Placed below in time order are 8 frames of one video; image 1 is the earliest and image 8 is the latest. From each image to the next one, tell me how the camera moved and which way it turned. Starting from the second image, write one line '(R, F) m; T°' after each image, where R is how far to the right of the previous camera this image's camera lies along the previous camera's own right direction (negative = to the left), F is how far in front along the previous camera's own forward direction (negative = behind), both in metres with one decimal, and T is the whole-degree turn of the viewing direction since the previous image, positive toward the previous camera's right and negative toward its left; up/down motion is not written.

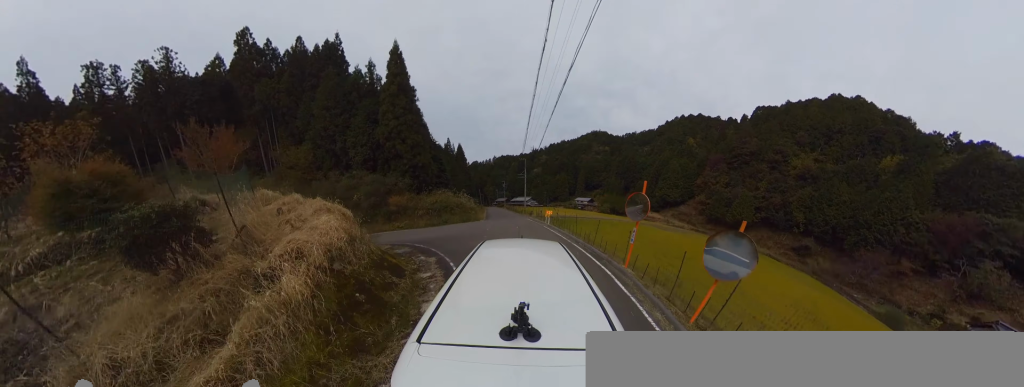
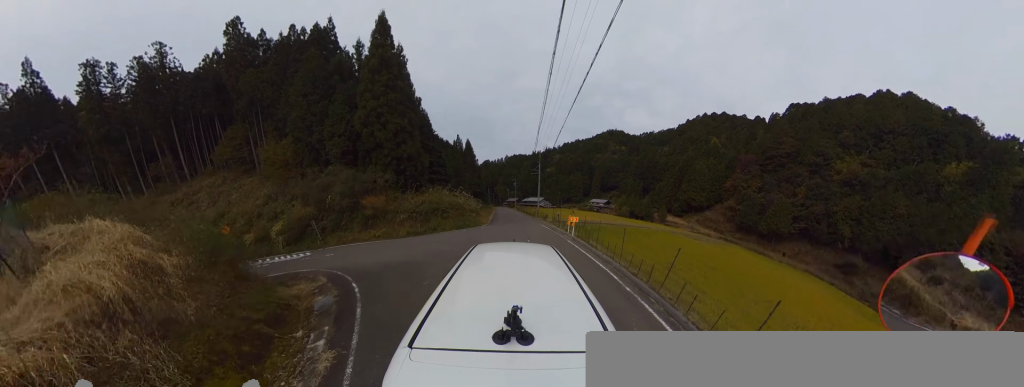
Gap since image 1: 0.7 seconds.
(0.0, +6.1) m; 0°
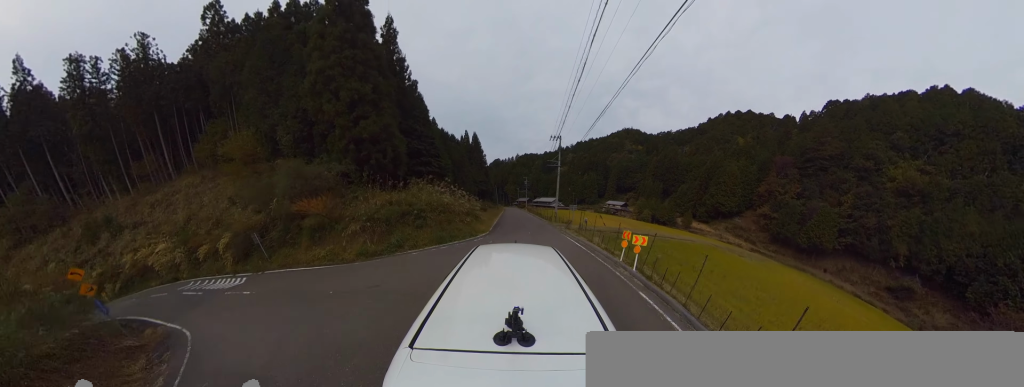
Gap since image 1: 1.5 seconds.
(0.0, +7.7) m; 0°
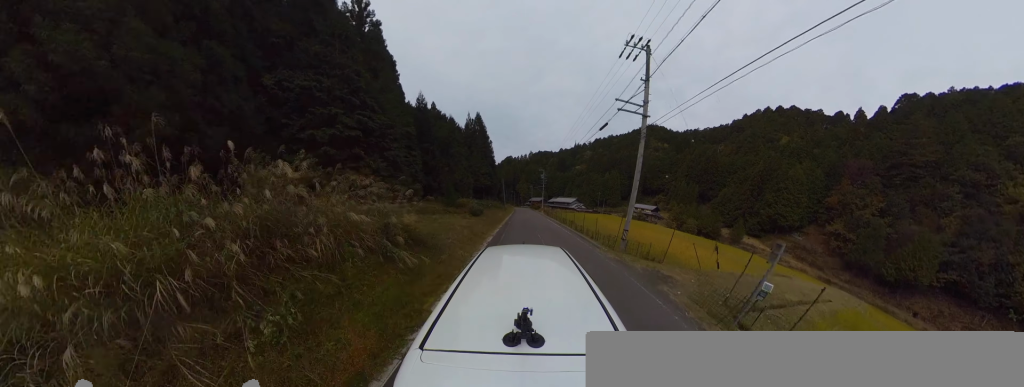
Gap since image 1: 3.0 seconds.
(0.0, +14.9) m; -4°
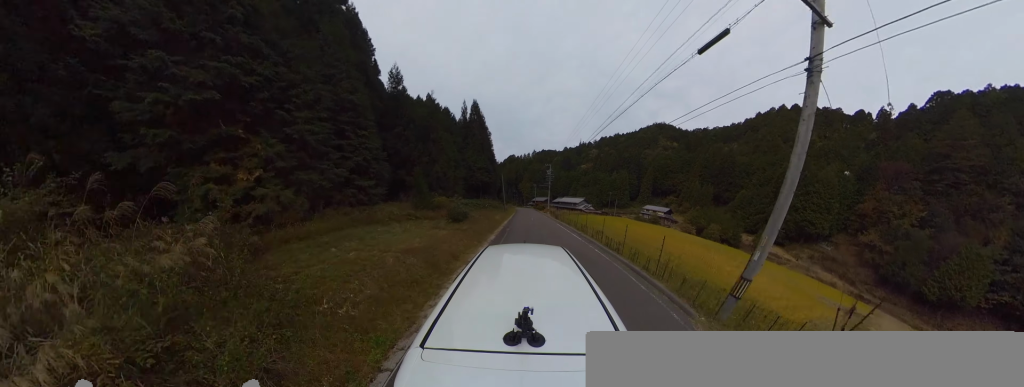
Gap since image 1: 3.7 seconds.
(0.0, +6.4) m; -4°
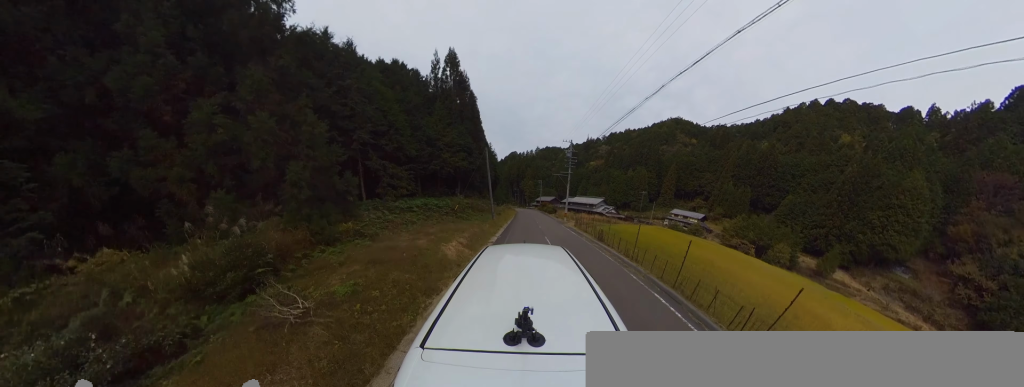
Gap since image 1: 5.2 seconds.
(-0.2, +15.9) m; 0°
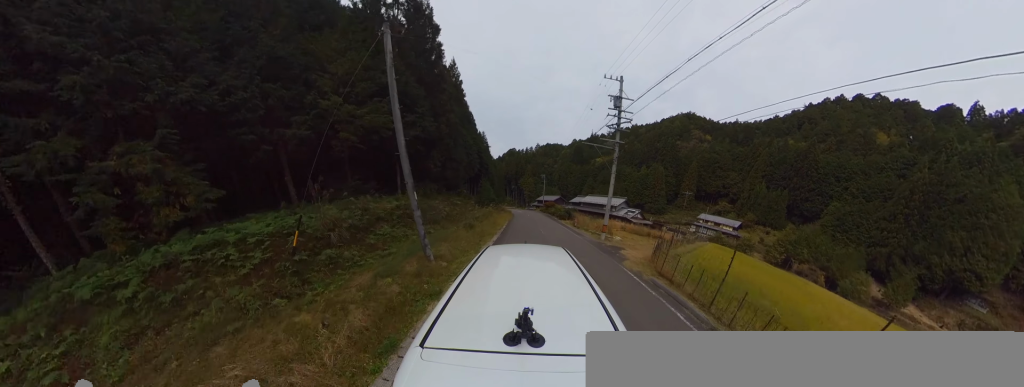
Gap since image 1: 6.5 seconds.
(-1.1, +13.0) m; 0°
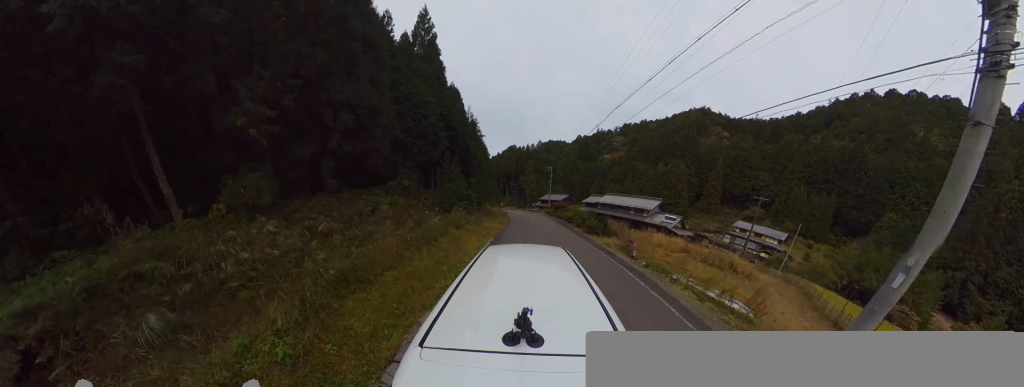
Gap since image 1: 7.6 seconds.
(+1.7, +11.8) m; +7°
